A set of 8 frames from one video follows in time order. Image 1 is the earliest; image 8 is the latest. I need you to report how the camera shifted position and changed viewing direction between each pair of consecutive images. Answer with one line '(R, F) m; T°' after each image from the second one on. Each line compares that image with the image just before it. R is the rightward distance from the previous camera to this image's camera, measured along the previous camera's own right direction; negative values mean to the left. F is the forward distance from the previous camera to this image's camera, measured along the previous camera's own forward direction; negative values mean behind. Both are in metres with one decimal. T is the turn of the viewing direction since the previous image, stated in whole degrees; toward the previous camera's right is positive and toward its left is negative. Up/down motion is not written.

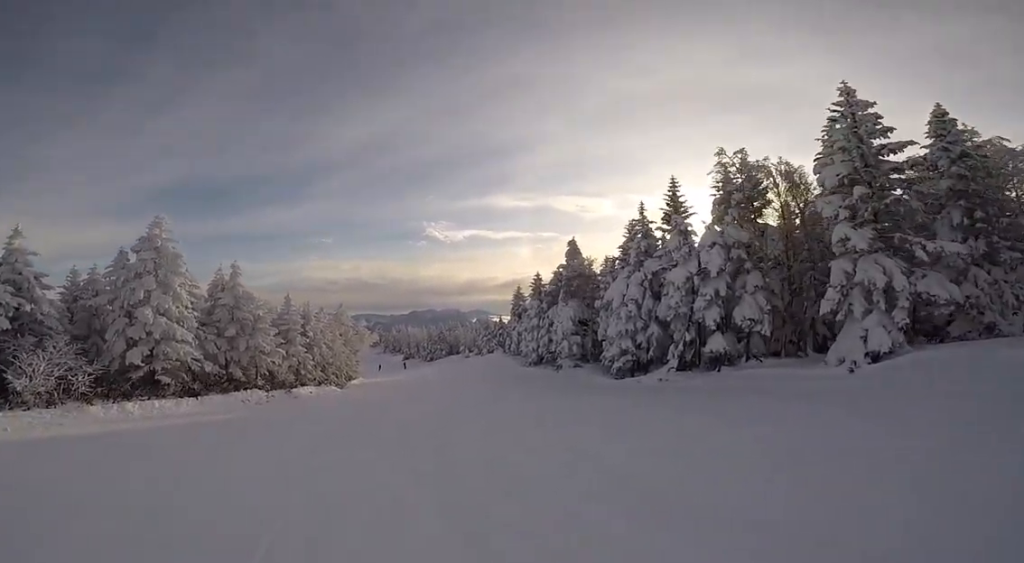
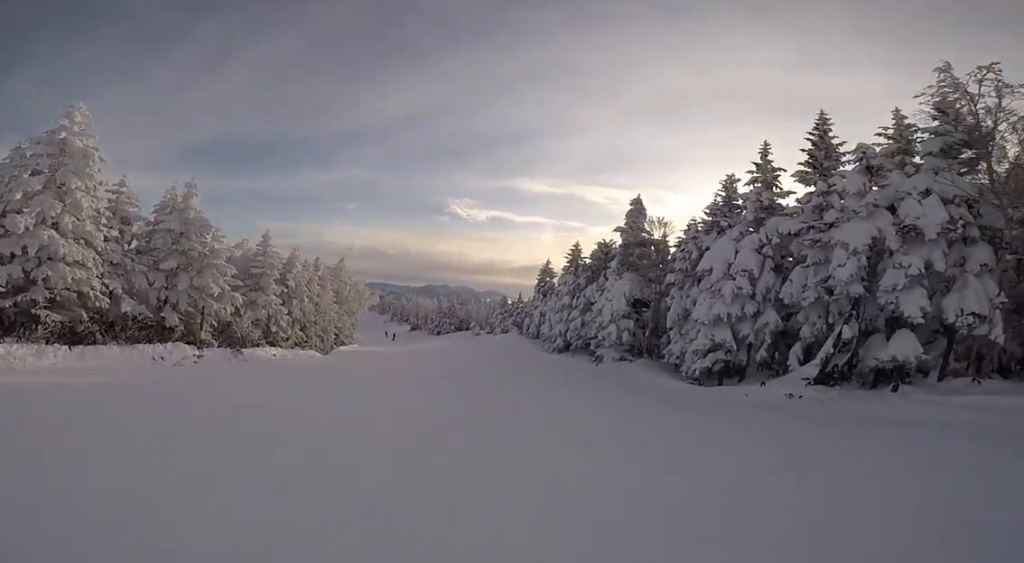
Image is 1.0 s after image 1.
(0.0, +8.9) m; 0°
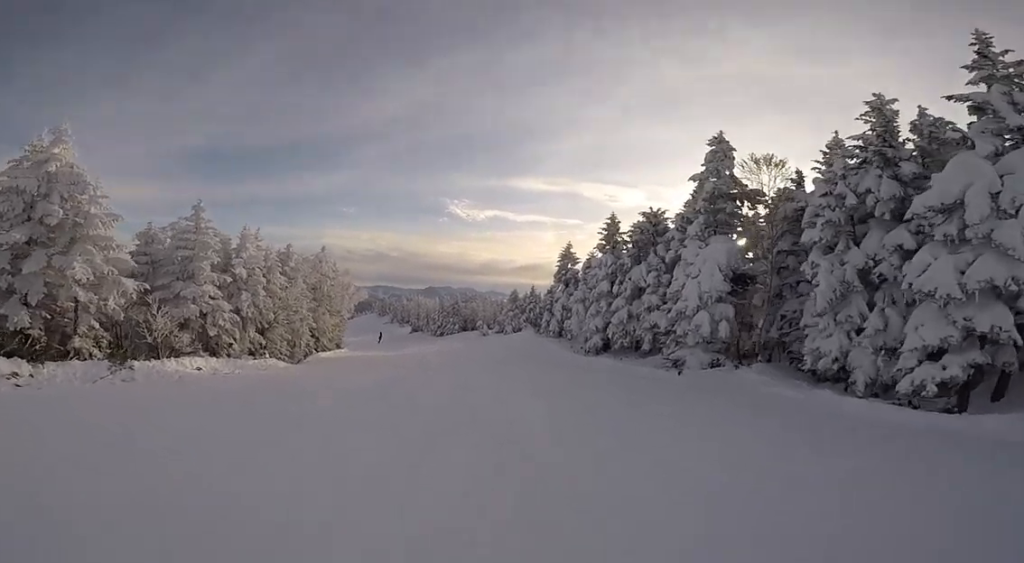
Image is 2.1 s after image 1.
(0.0, +8.8) m; 0°
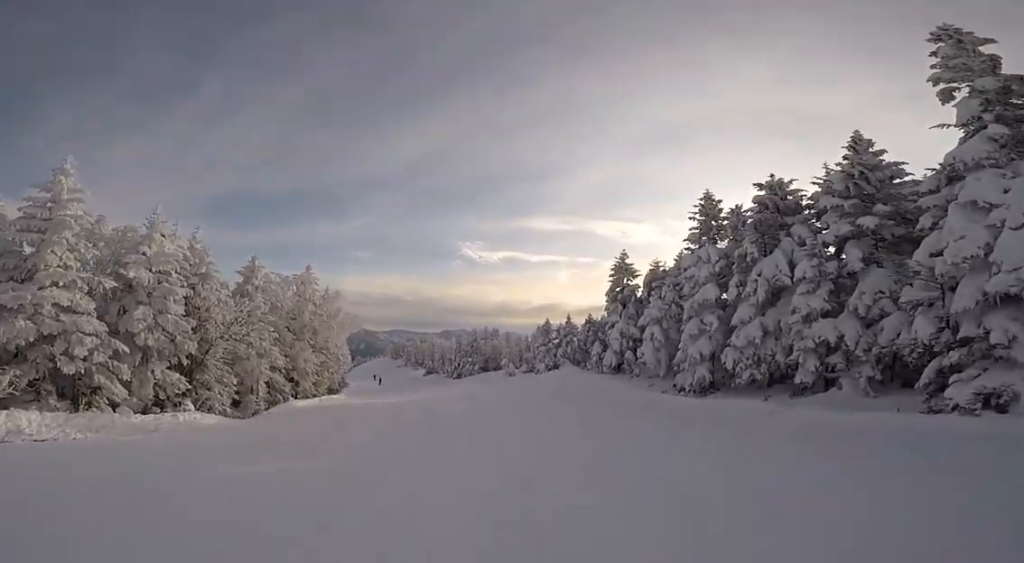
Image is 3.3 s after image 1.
(0.0, +10.0) m; 0°
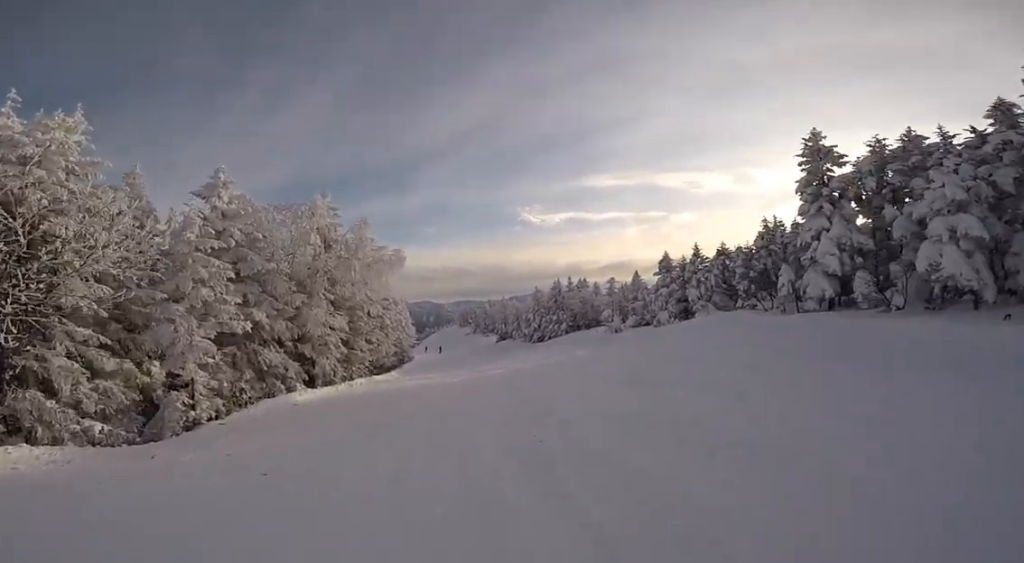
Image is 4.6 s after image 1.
(0.0, +11.2) m; 0°
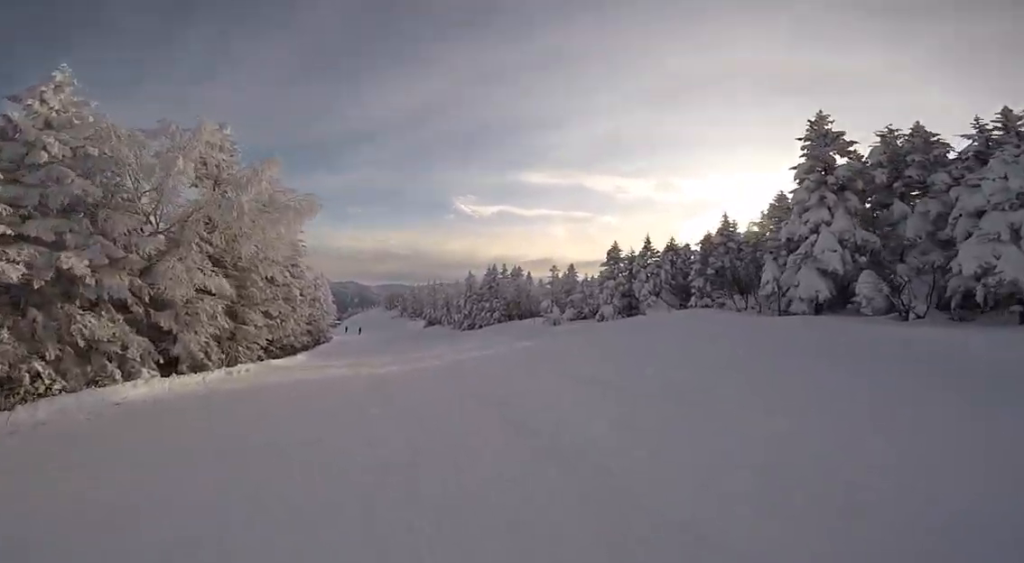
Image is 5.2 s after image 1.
(0.0, +4.3) m; 0°
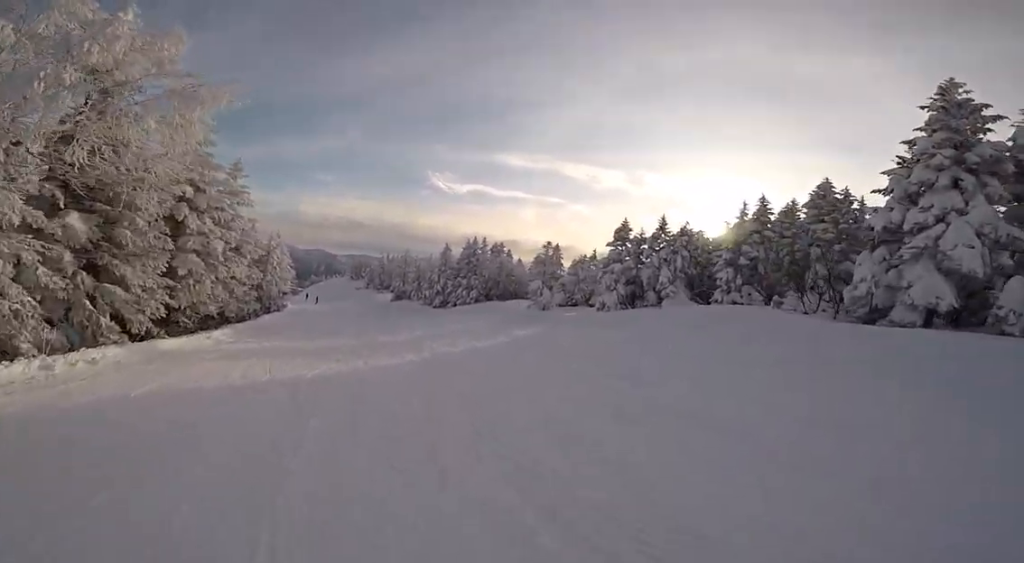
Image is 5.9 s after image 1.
(0.0, +5.2) m; 0°
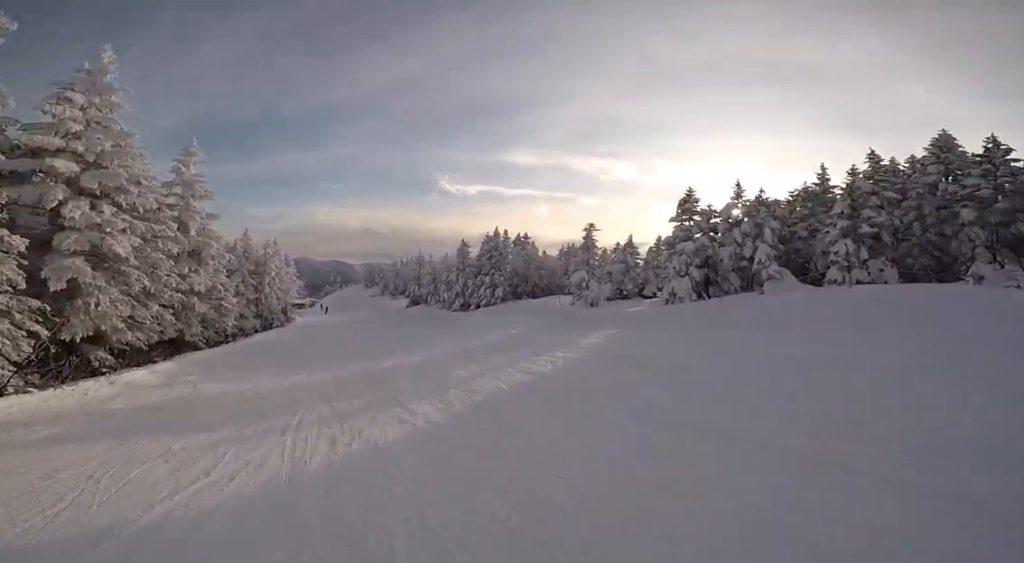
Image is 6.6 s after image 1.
(0.0, +5.5) m; -2°
